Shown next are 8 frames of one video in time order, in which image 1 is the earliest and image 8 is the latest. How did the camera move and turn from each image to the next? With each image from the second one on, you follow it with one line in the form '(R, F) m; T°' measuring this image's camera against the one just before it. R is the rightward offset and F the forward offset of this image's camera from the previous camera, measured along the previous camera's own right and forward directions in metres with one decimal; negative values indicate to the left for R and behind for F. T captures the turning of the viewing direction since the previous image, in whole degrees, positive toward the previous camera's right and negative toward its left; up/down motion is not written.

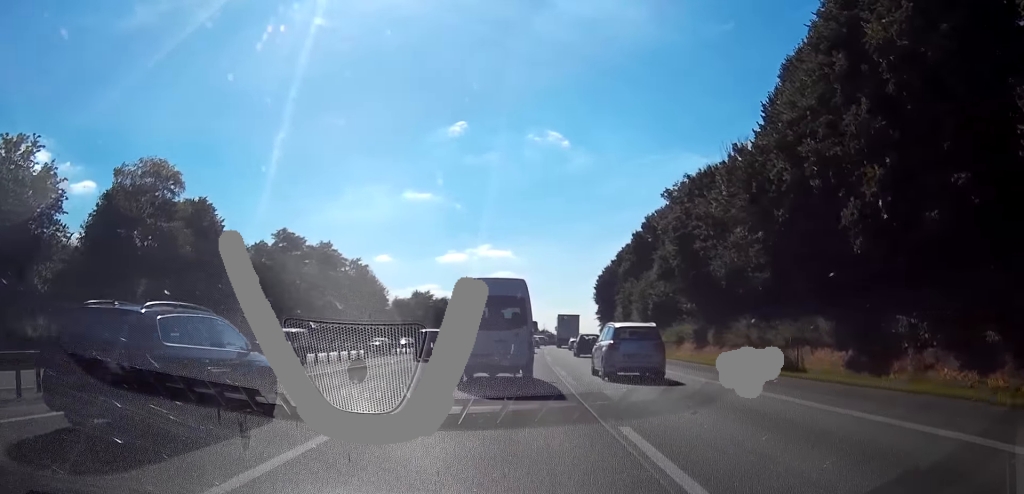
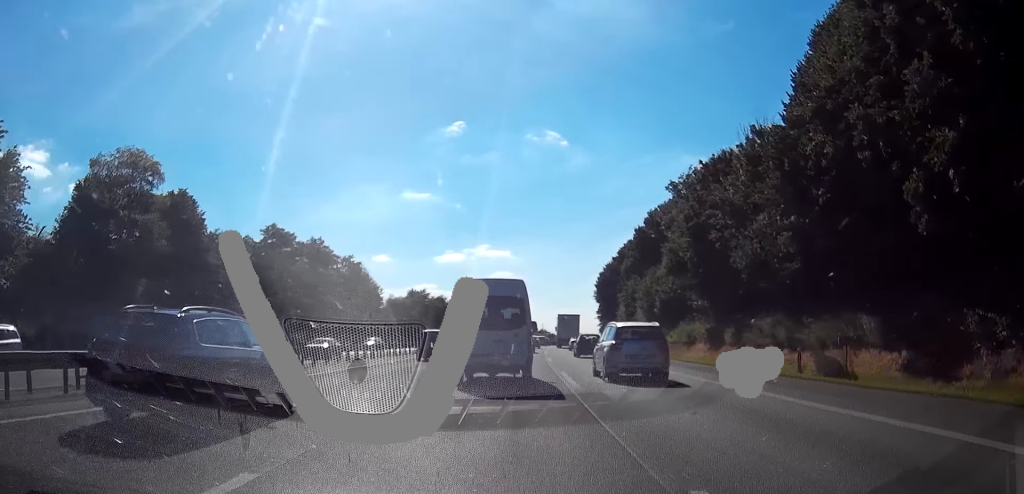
(0.0, +5.1) m; 0°
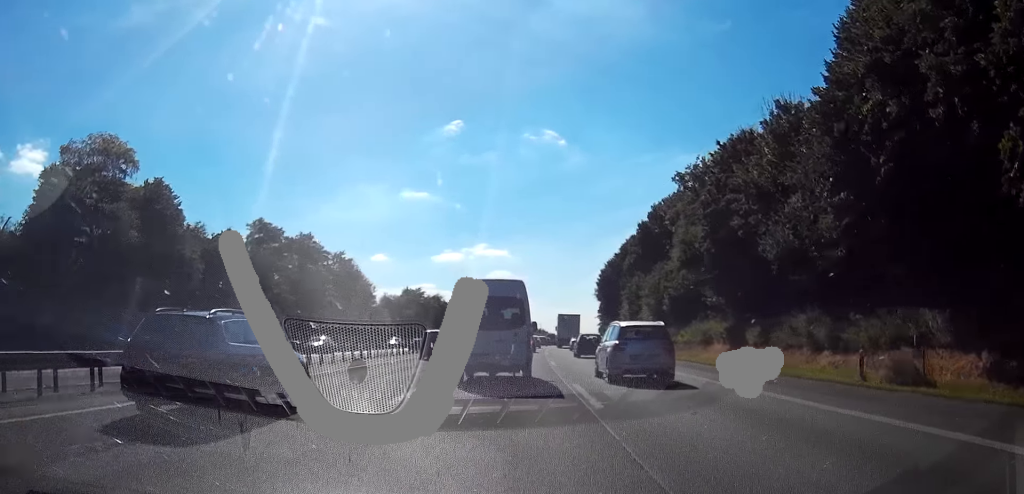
(0.0, +5.5) m; 0°
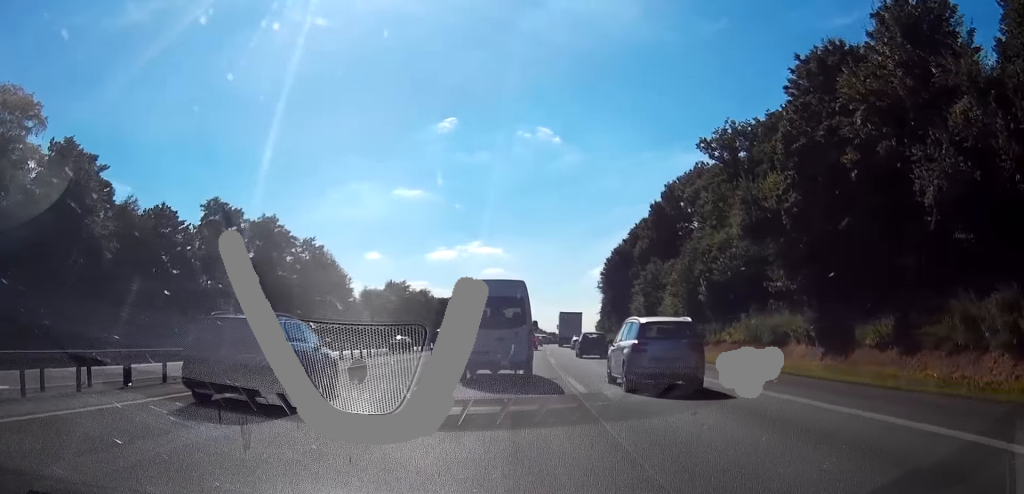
(-0.1, +15.4) m; -1°
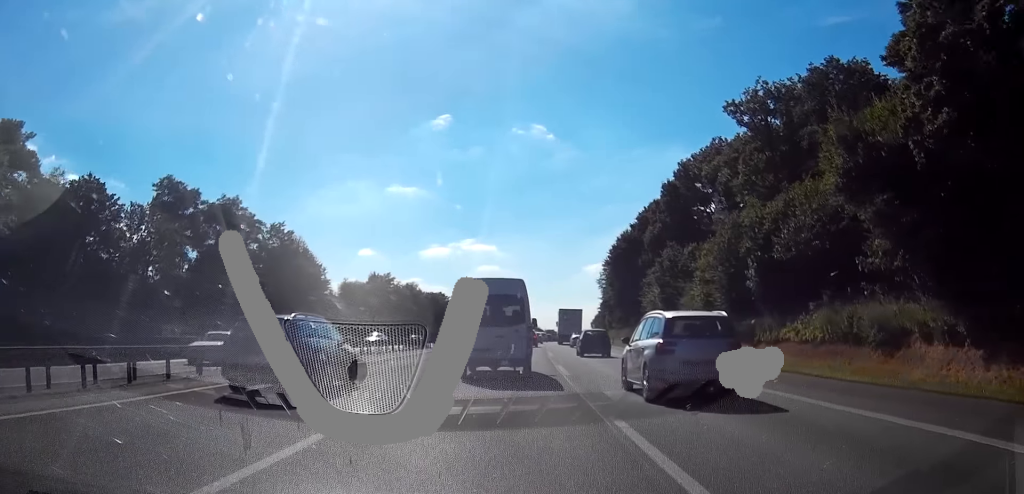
(-0.1, +12.2) m; 0°
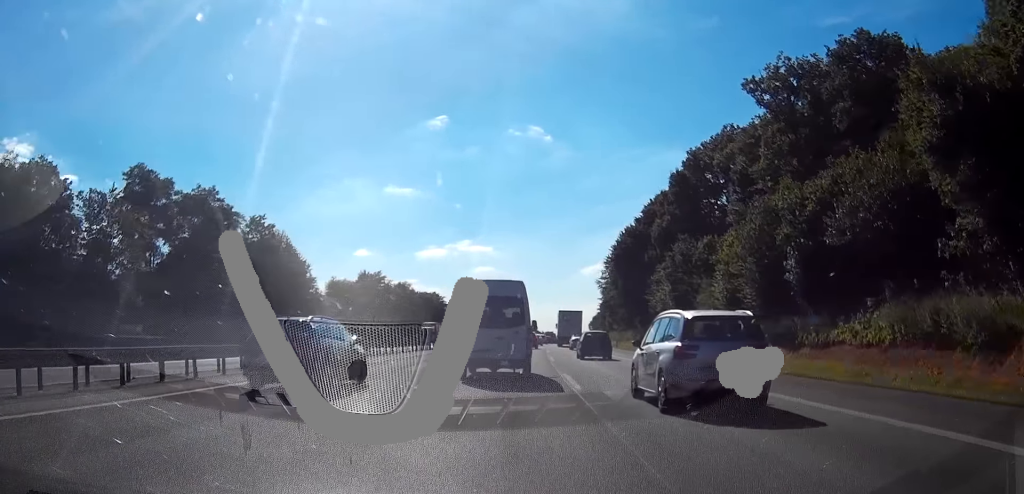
(0.0, +6.6) m; 0°
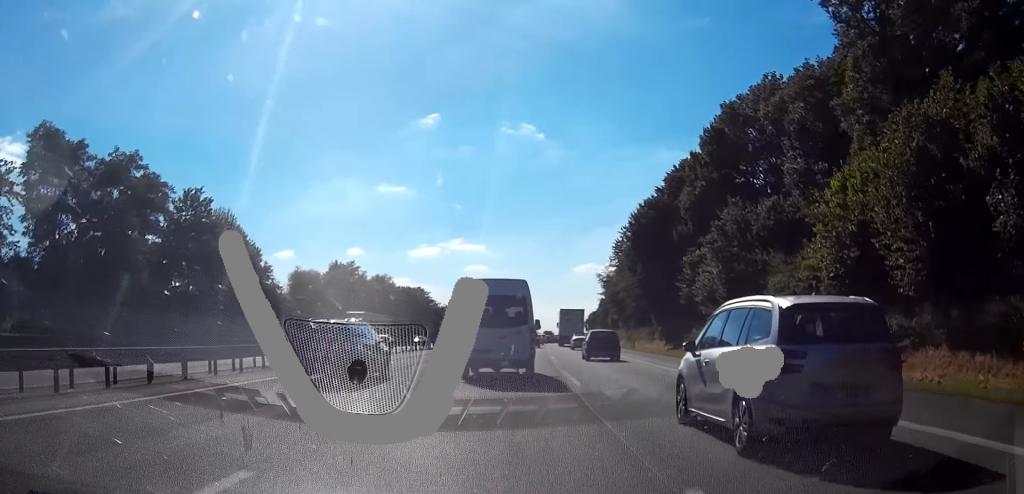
(0.0, +17.0) m; +1°
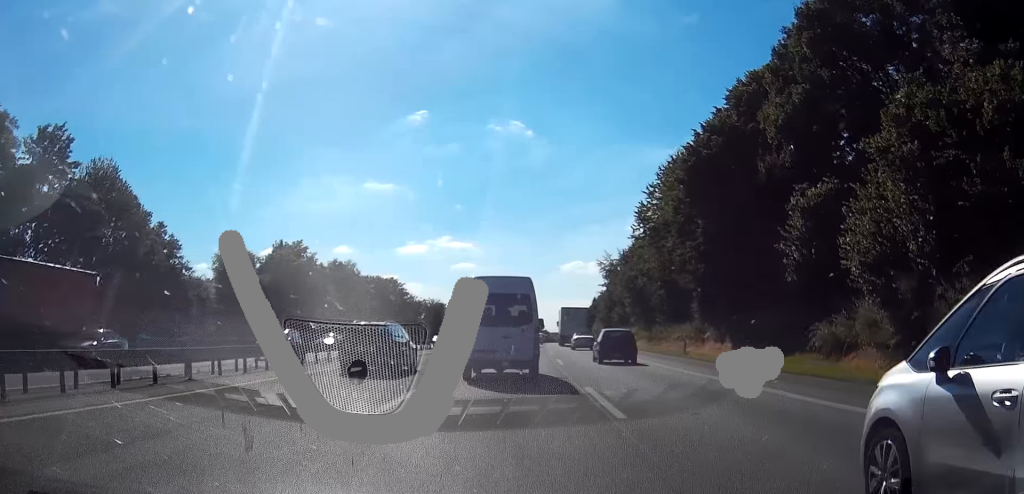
(+0.3, +23.8) m; +2°
